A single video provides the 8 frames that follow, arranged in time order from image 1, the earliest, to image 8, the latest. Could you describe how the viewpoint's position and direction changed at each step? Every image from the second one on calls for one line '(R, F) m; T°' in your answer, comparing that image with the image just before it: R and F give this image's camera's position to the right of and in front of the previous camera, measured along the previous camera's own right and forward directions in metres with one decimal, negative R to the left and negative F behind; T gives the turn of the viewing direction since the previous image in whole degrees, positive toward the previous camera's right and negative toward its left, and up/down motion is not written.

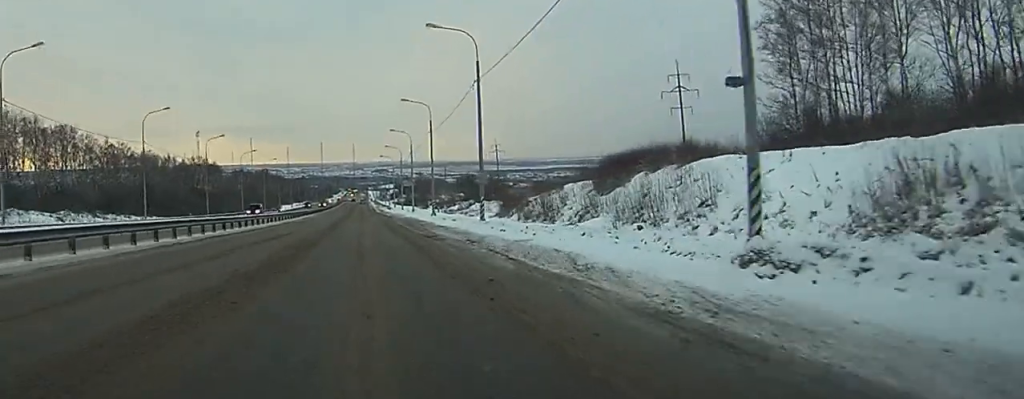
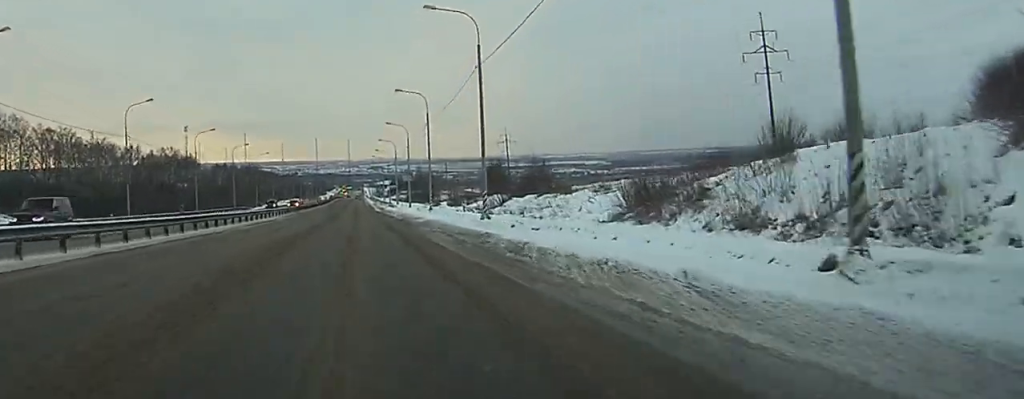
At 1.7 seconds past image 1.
(+0.2, +38.4) m; 0°
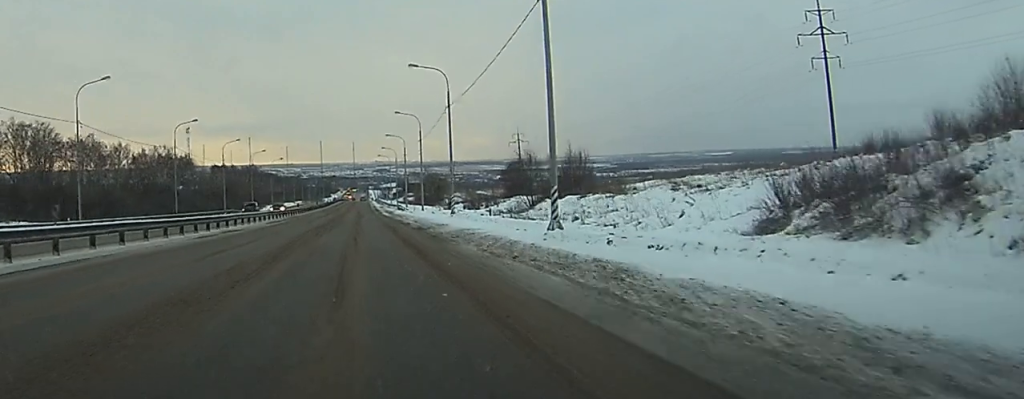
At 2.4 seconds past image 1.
(0.0, +15.6) m; 0°
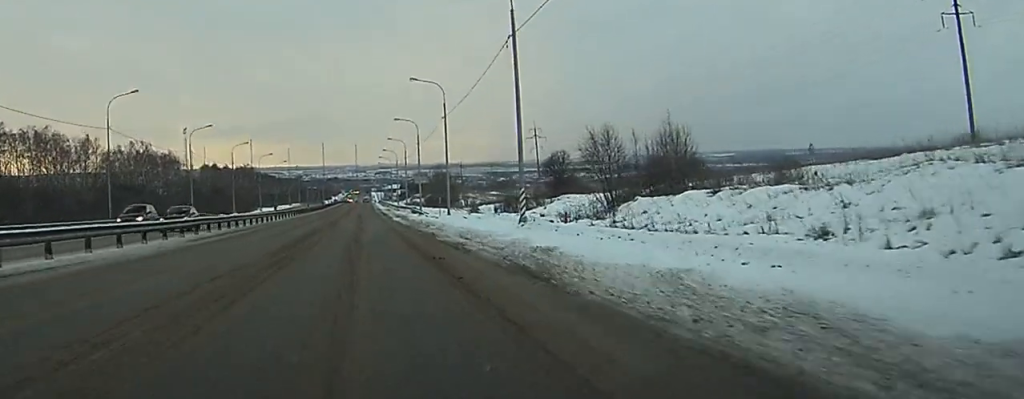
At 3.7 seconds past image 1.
(-0.1, +27.6) m; 0°
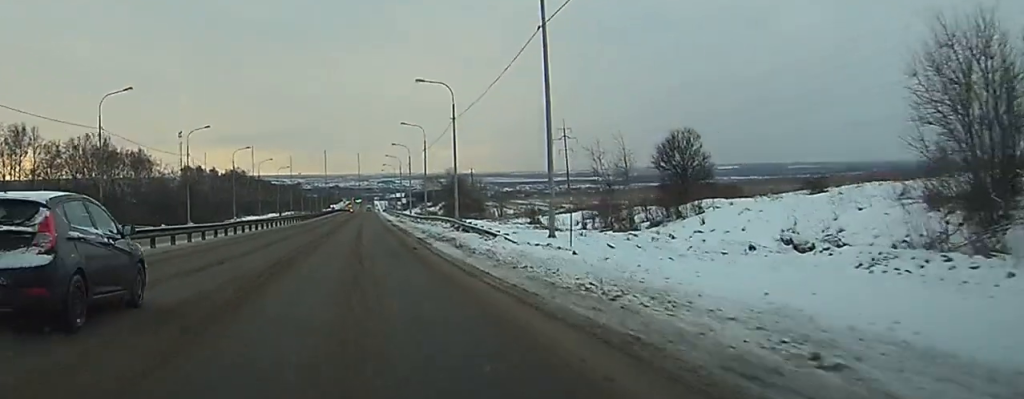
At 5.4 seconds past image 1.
(+0.1, +38.6) m; 0°
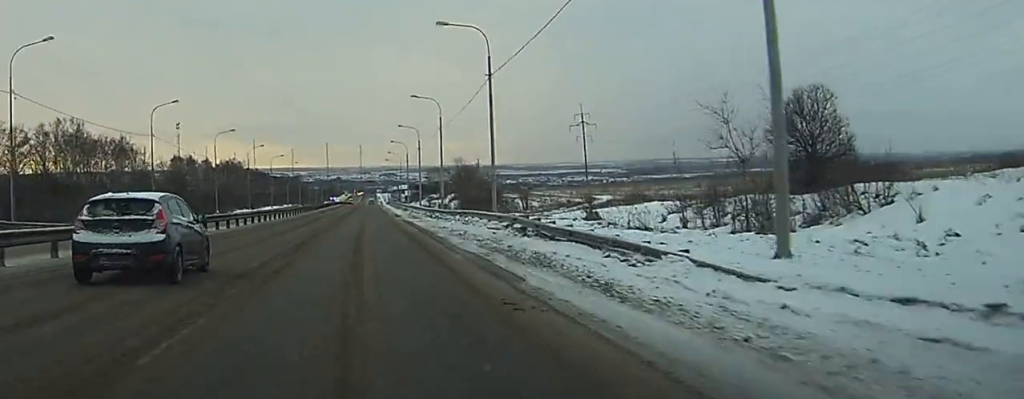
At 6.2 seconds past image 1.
(-0.1, +18.5) m; 0°
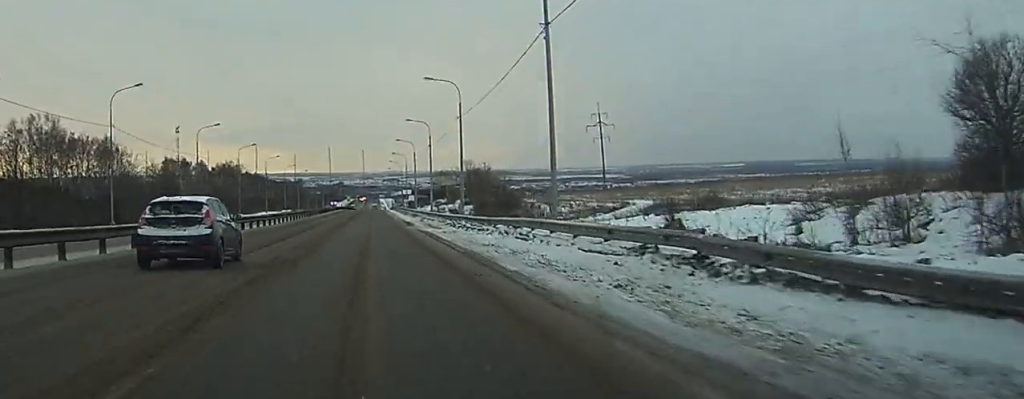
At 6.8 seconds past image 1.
(-0.1, +14.9) m; 0°
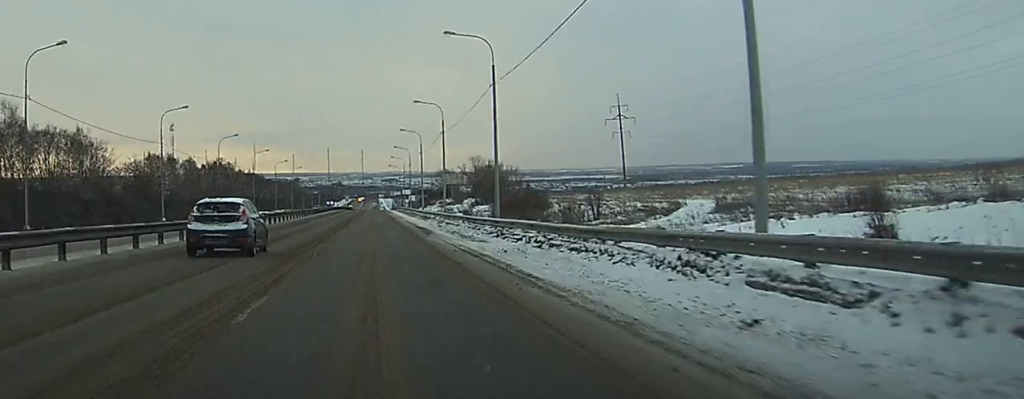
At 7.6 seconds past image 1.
(0.0, +18.2) m; 0°
